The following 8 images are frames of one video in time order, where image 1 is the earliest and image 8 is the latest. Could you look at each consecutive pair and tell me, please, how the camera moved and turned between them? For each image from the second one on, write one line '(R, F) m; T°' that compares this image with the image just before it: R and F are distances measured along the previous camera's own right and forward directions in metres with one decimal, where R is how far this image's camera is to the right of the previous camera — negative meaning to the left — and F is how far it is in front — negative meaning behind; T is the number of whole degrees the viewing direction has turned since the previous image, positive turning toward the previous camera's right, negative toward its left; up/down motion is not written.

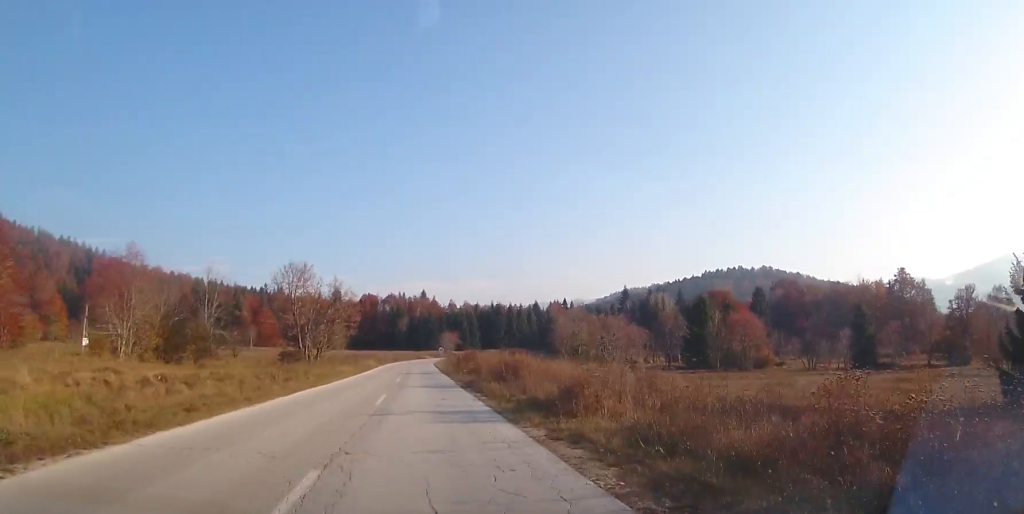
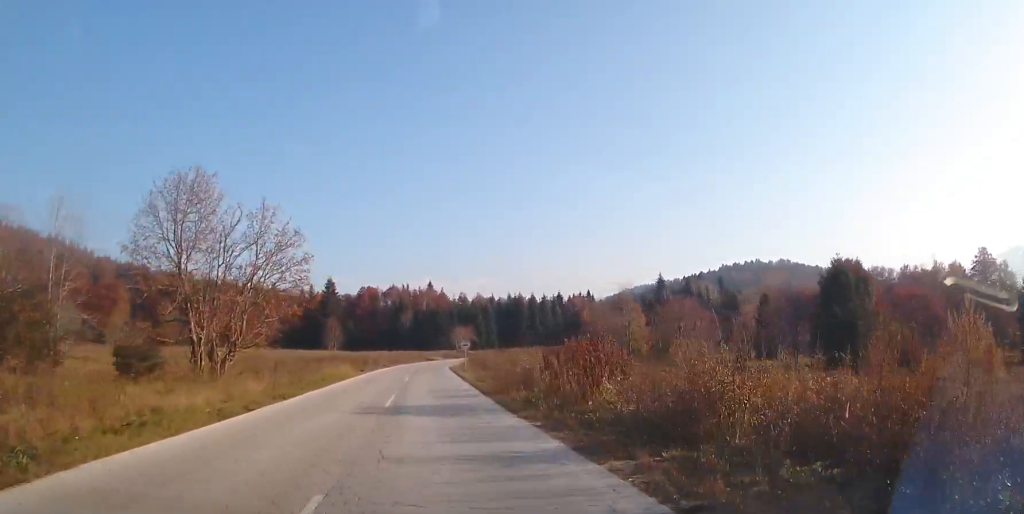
(+0.2, +31.2) m; 0°
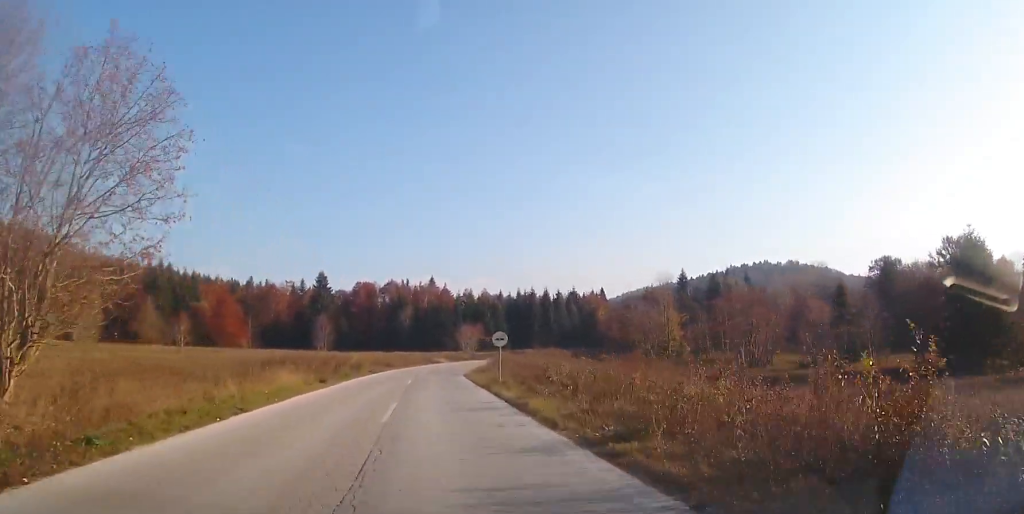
(-0.5, +18.3) m; -2°
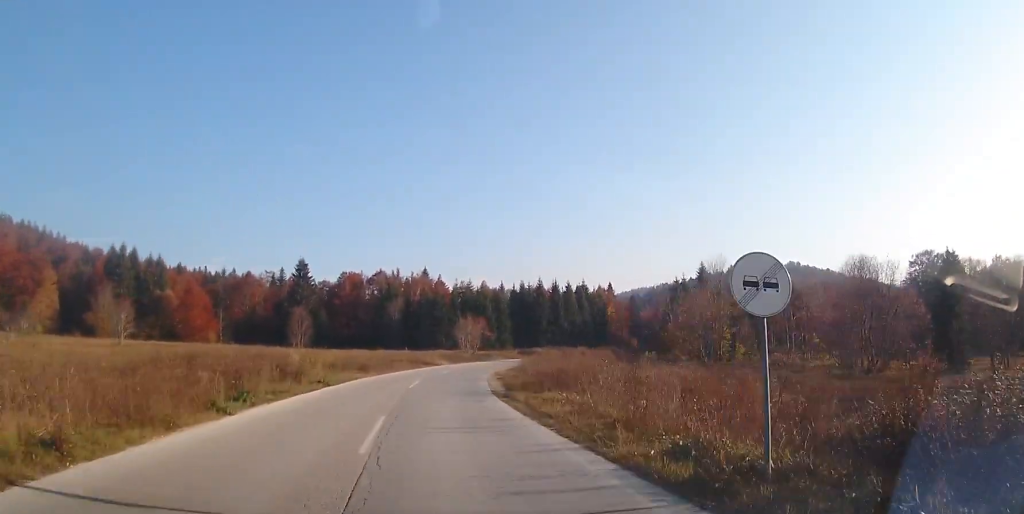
(0.0, +20.3) m; +1°
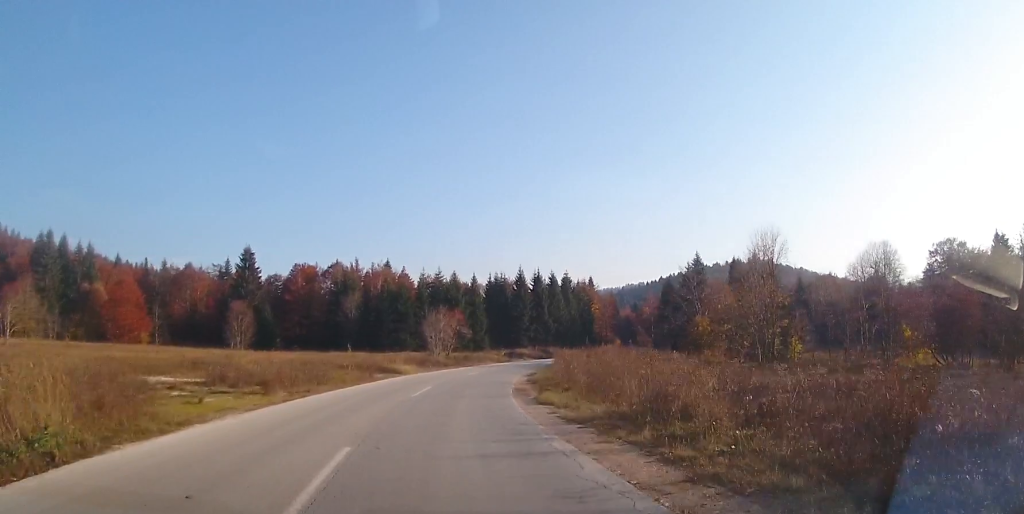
(+0.8, +20.0) m; +6°
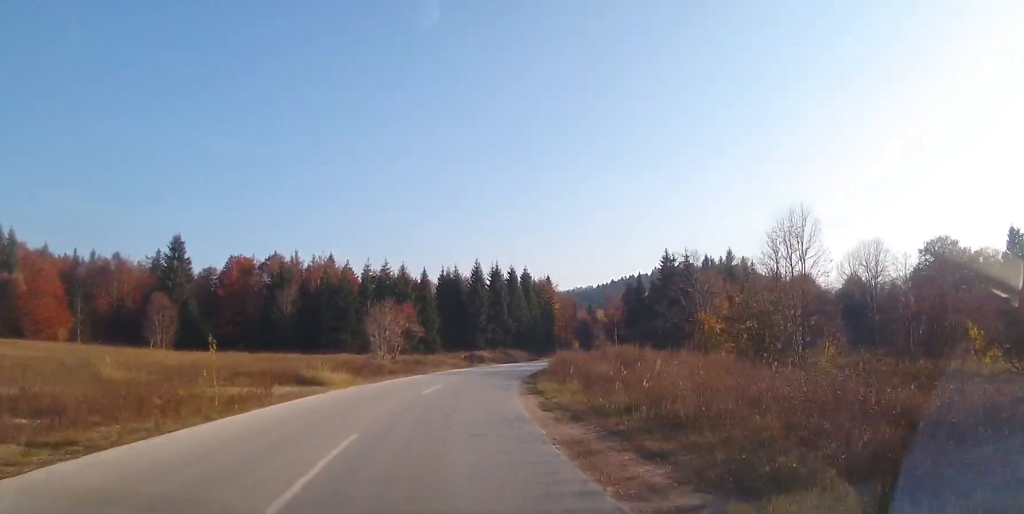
(+0.8, +13.1) m; +5°
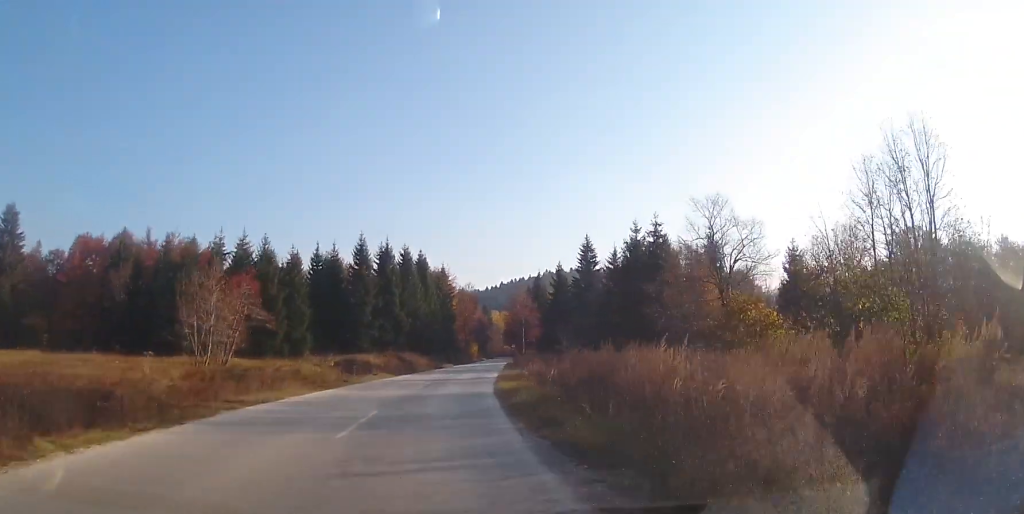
(+2.0, +24.3) m; +10°
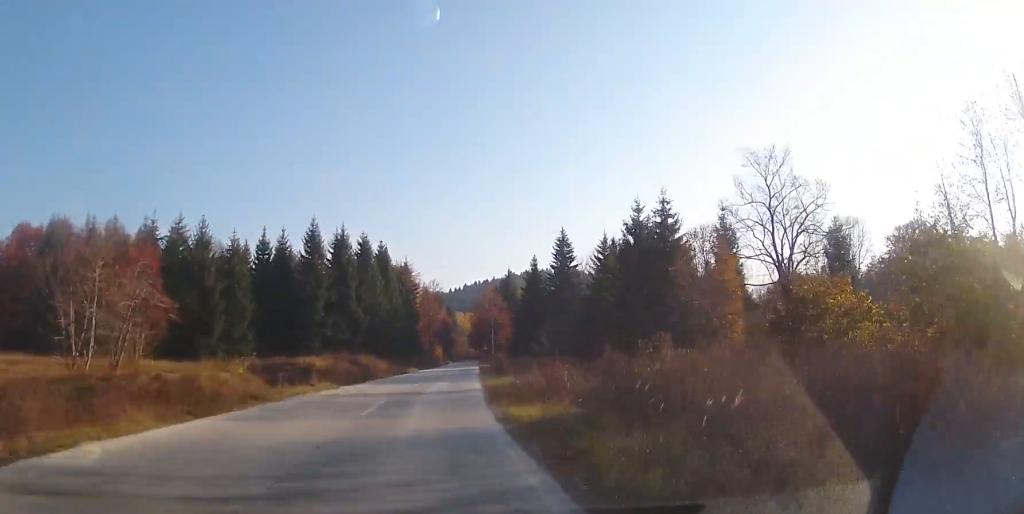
(+0.5, +10.6) m; +3°
